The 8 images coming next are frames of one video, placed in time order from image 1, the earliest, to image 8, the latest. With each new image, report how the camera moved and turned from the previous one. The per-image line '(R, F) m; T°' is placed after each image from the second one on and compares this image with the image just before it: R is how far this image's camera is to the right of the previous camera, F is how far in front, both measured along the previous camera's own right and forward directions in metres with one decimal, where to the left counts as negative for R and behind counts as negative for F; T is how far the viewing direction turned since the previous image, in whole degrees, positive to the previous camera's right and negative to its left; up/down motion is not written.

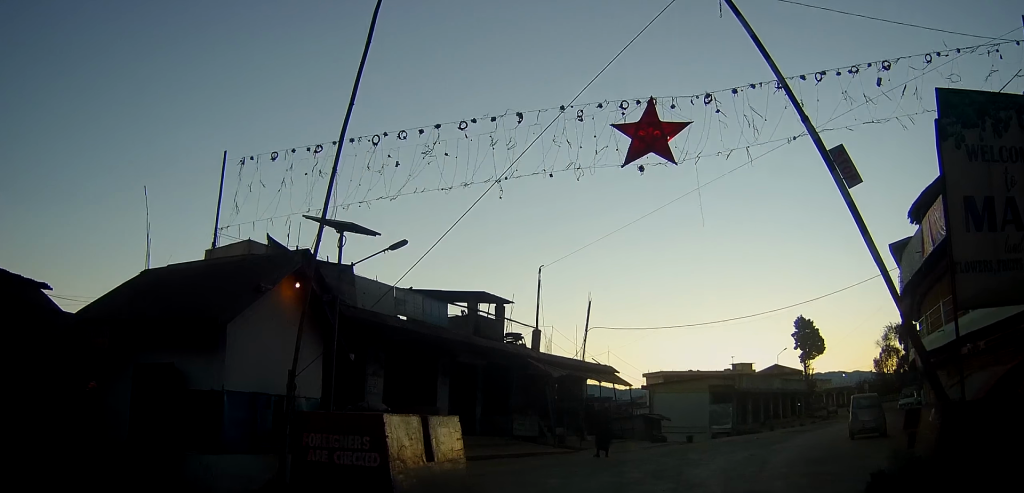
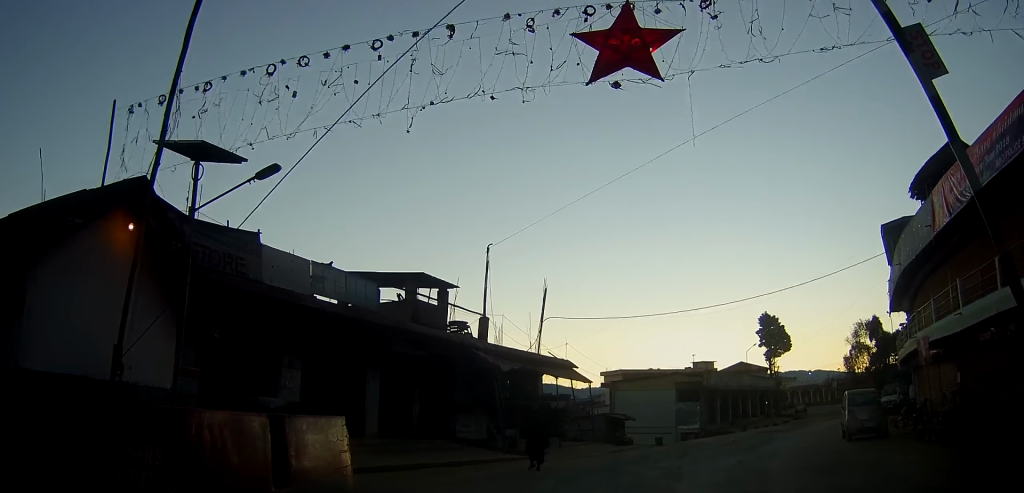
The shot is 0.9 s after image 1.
(+0.1, +2.8) m; 0°
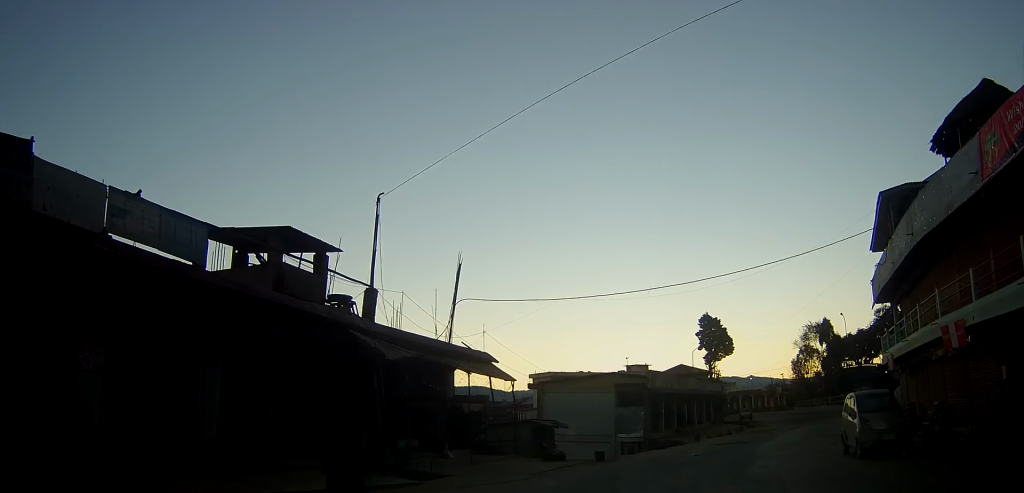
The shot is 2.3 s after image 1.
(+0.1, +5.1) m; +6°
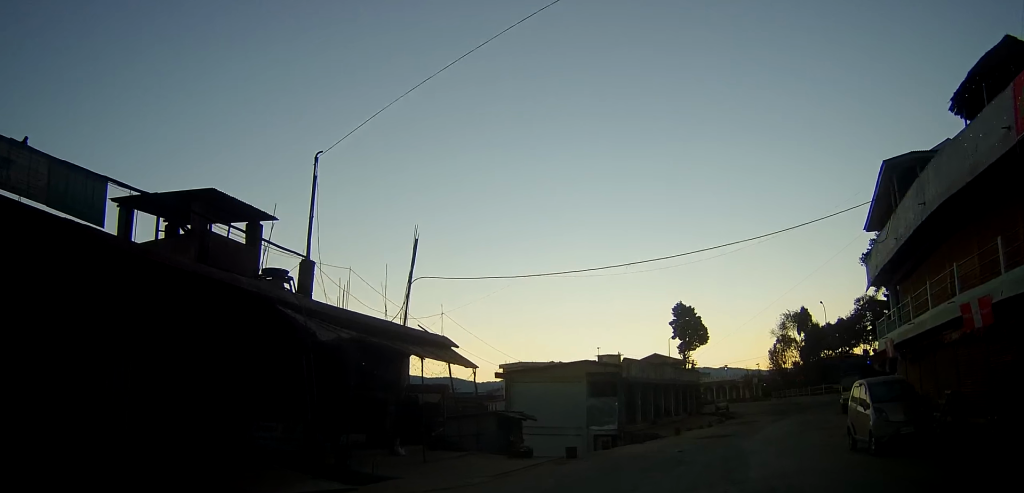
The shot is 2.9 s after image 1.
(+0.1, +2.2) m; +4°
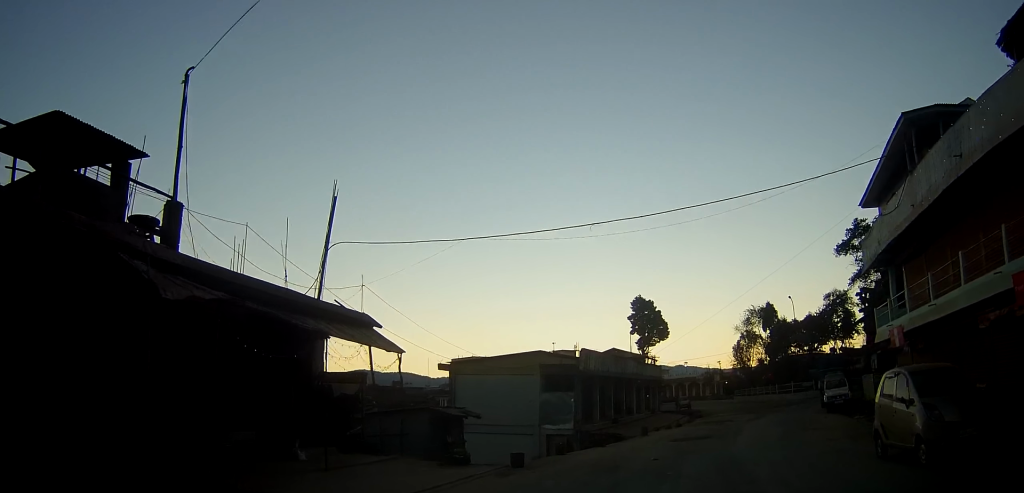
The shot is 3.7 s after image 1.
(+0.2, +3.9) m; +5°
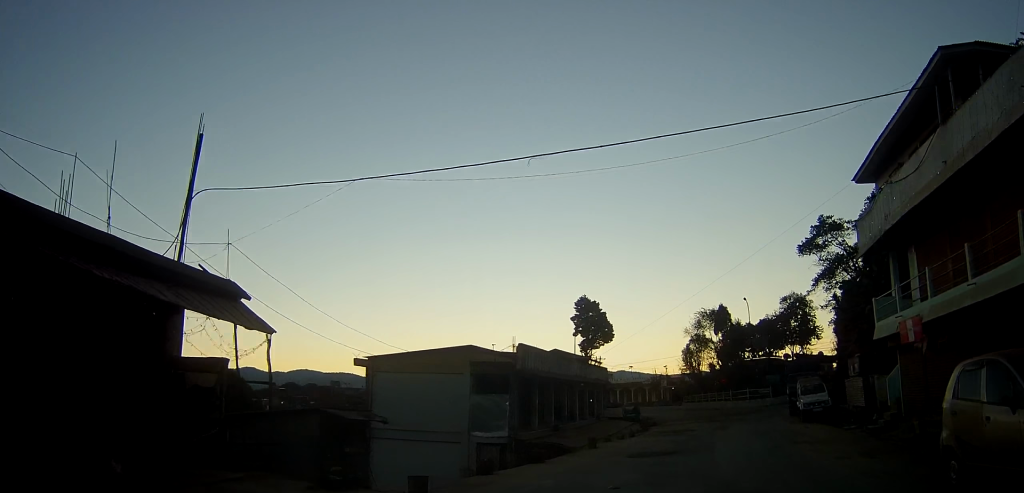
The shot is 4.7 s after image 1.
(+0.2, +4.4) m; +3°
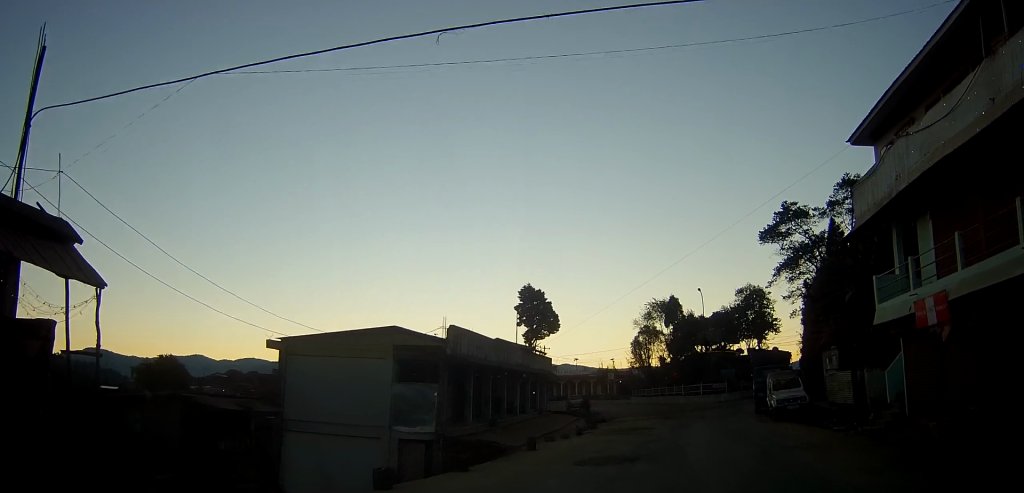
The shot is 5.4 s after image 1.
(0.0, +3.7) m; +2°
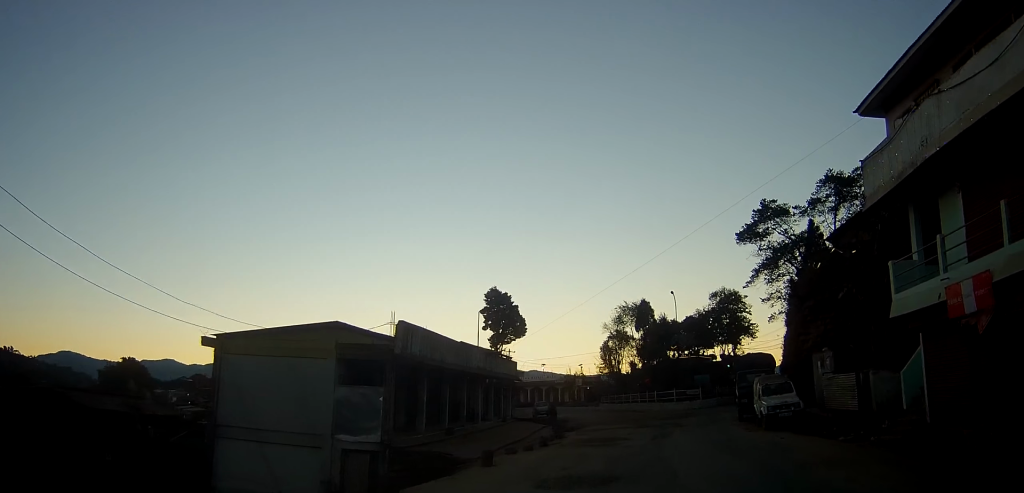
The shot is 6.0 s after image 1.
(+0.1, +2.8) m; +4°
